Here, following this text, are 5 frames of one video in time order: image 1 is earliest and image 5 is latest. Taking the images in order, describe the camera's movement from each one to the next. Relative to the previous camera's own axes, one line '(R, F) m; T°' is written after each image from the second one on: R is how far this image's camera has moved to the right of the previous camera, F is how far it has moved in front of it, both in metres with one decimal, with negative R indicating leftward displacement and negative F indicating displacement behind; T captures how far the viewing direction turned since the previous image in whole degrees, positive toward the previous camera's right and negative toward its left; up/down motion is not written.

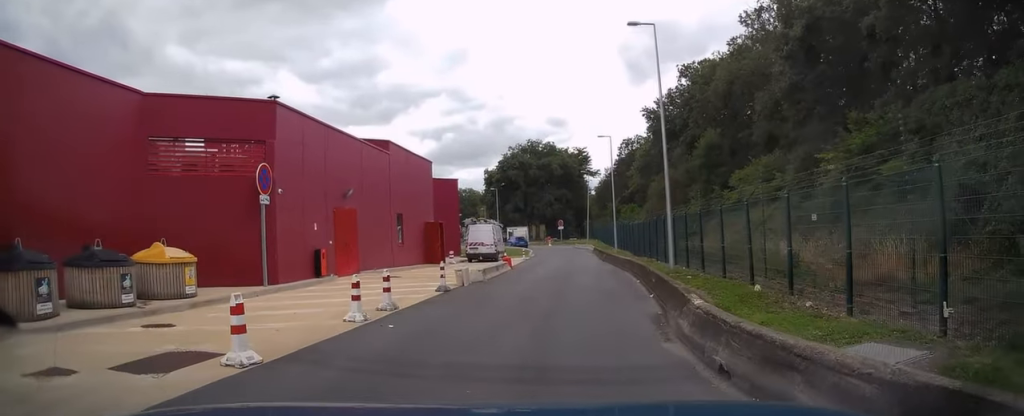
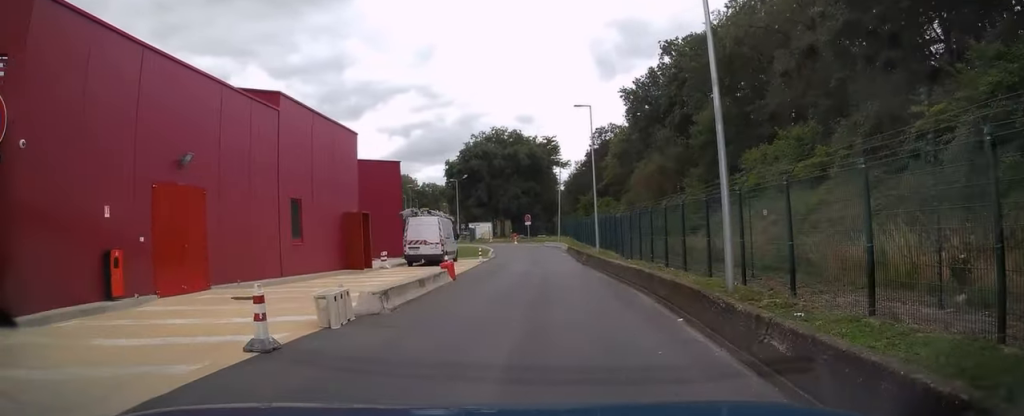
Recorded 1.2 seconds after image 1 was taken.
(-0.1, +8.7) m; +1°
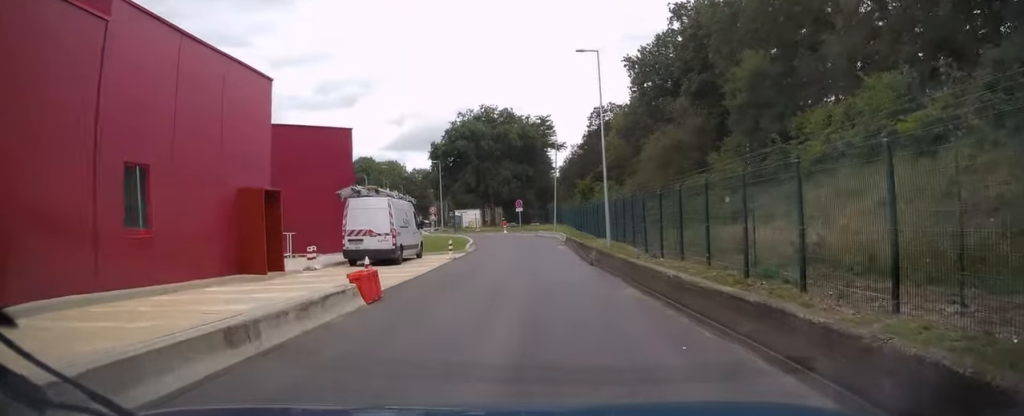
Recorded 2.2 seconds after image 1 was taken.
(+0.1, +8.1) m; +2°
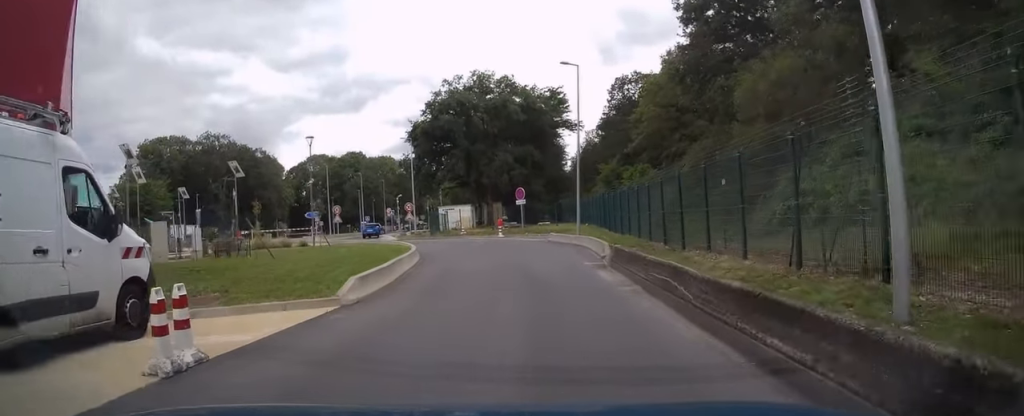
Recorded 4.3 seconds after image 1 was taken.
(+0.3, +19.9) m; +1°
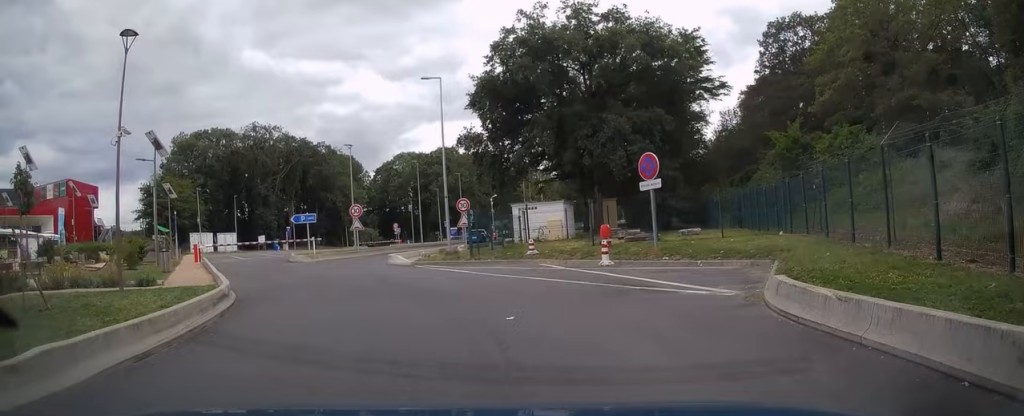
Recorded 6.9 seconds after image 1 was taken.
(-1.2, +24.3) m; -12°
